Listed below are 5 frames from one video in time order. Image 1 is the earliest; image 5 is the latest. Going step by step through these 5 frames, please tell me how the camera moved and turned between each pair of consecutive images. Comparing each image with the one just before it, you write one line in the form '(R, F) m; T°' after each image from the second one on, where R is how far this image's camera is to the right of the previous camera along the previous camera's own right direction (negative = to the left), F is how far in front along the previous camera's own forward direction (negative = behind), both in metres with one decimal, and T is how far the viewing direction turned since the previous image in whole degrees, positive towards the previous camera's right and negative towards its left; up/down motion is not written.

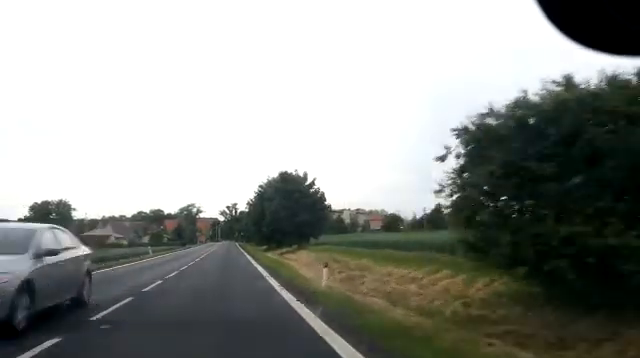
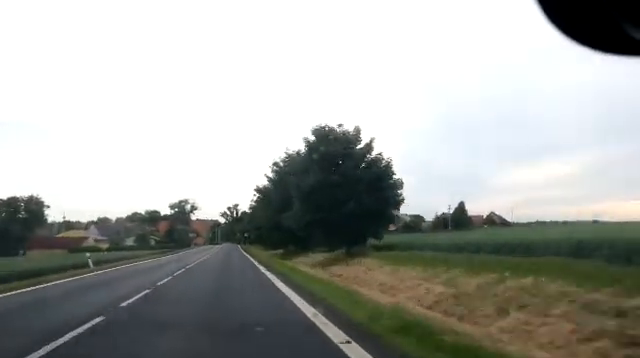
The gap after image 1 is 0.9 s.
(0.0, +20.6) m; 0°
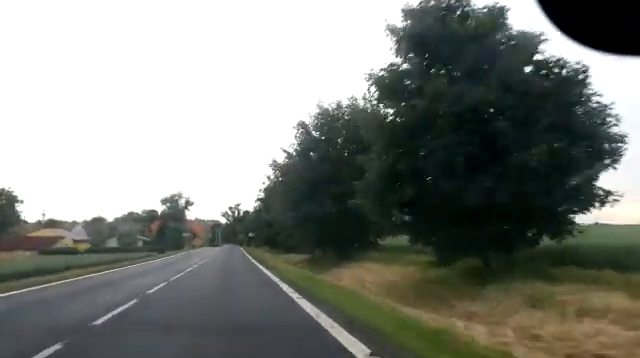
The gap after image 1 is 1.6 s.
(-0.3, +15.2) m; 0°
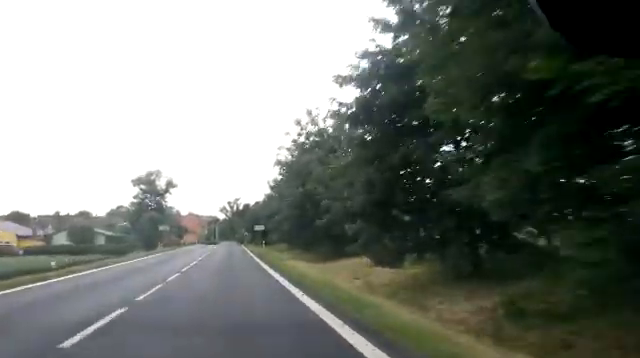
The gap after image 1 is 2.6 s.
(+0.6, +23.4) m; +1°
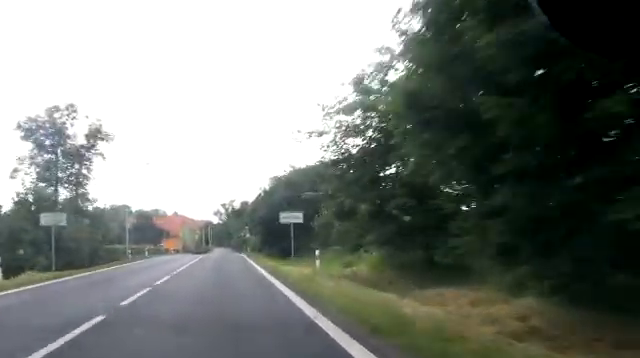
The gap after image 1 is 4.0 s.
(-0.3, +30.9) m; -1°
